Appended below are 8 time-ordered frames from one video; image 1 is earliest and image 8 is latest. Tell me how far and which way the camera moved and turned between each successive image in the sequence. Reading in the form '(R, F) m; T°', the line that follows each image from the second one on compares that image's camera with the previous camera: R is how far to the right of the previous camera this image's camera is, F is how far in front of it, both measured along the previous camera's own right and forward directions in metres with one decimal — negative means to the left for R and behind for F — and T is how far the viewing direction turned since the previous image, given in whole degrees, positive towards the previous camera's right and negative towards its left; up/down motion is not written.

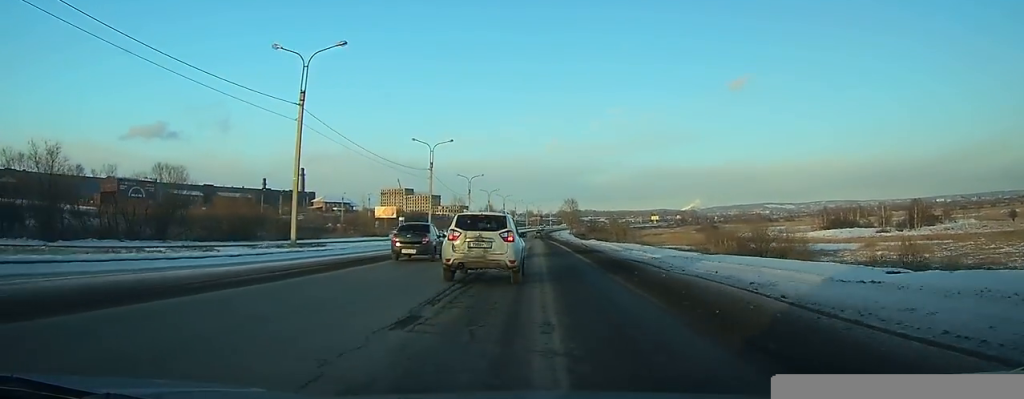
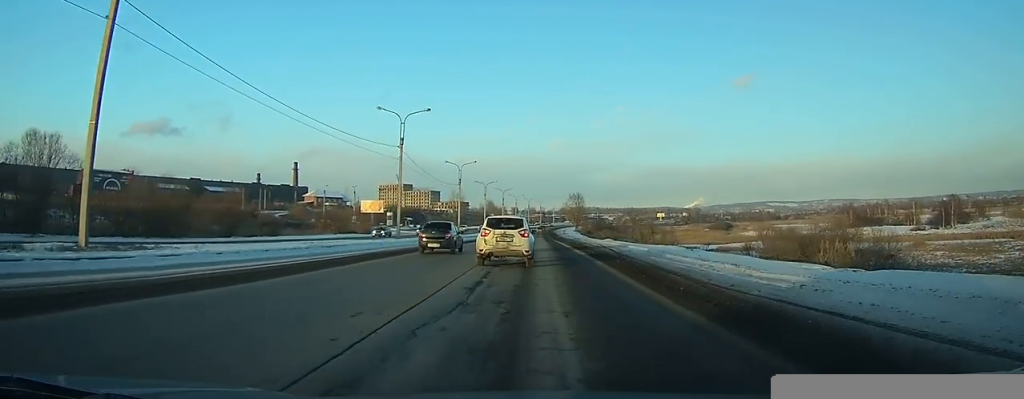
(-0.2, +15.9) m; -1°
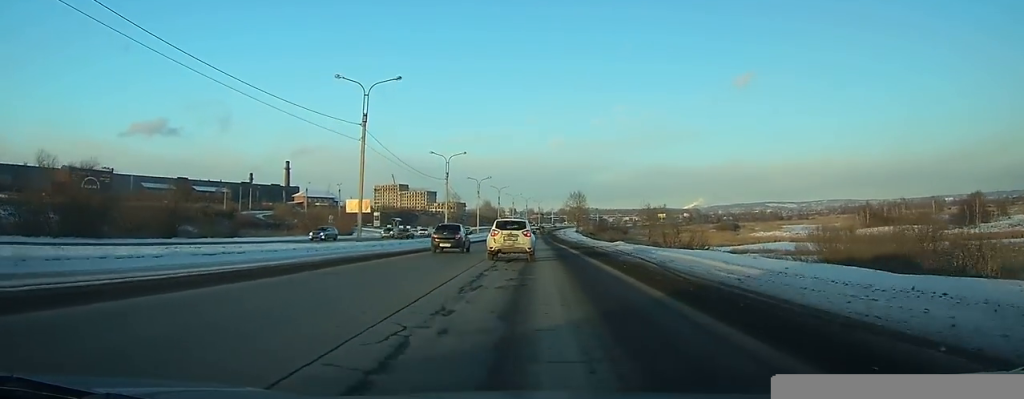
(-0.1, +10.7) m; 0°
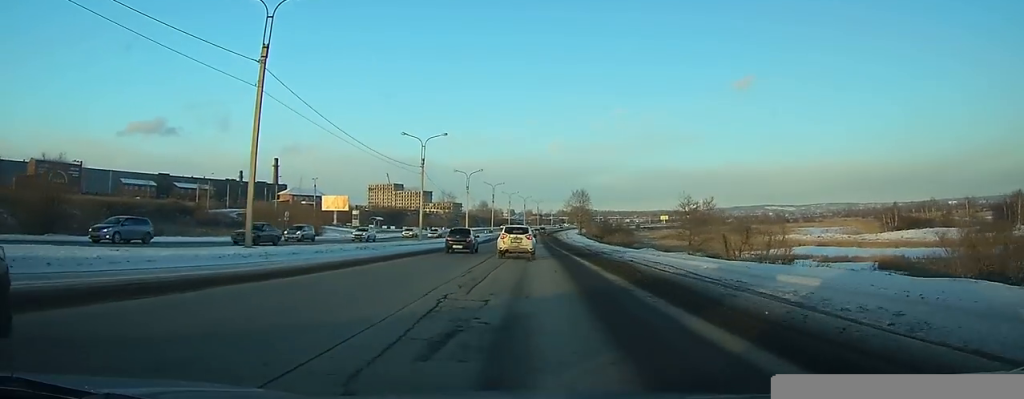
(0.0, +15.4) m; 0°
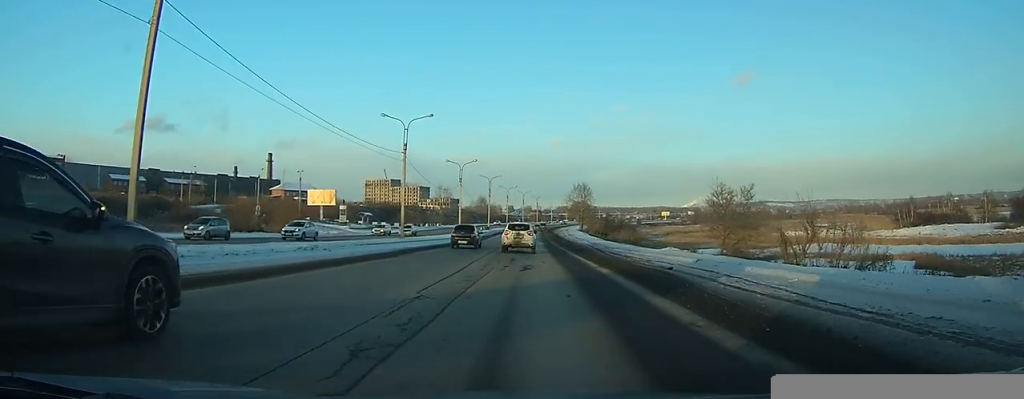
(0.0, +7.7) m; 0°
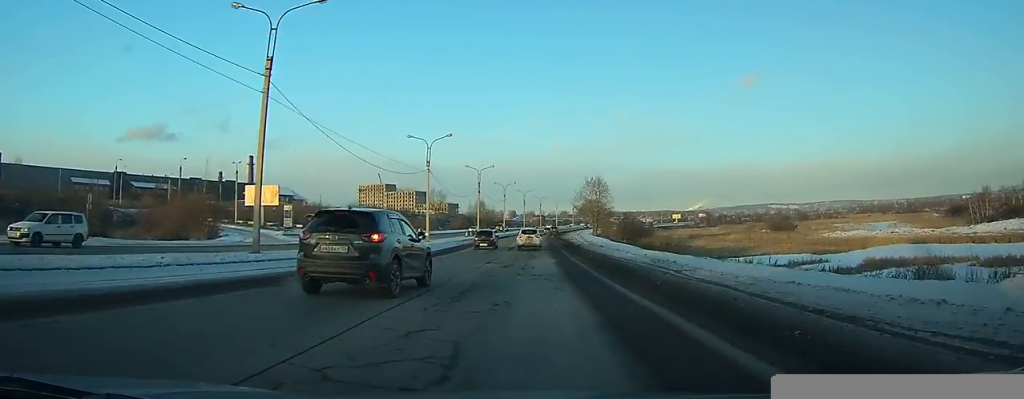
(0.0, +27.6) m; 0°
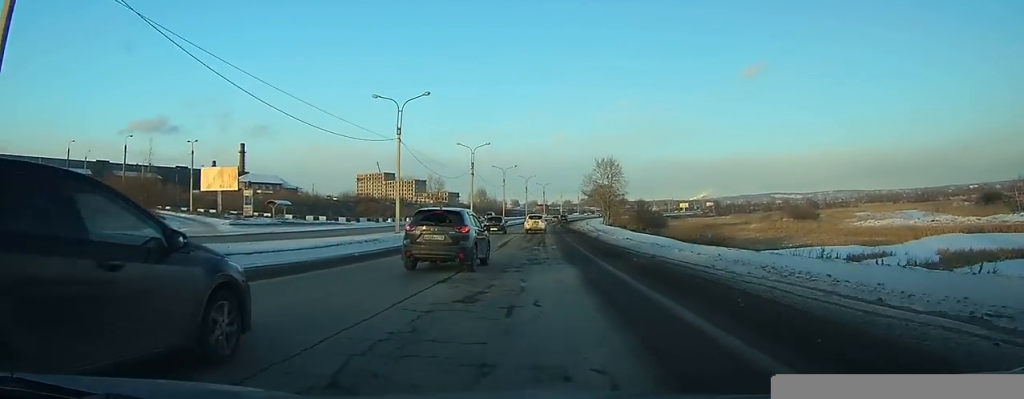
(0.0, +13.9) m; 0°
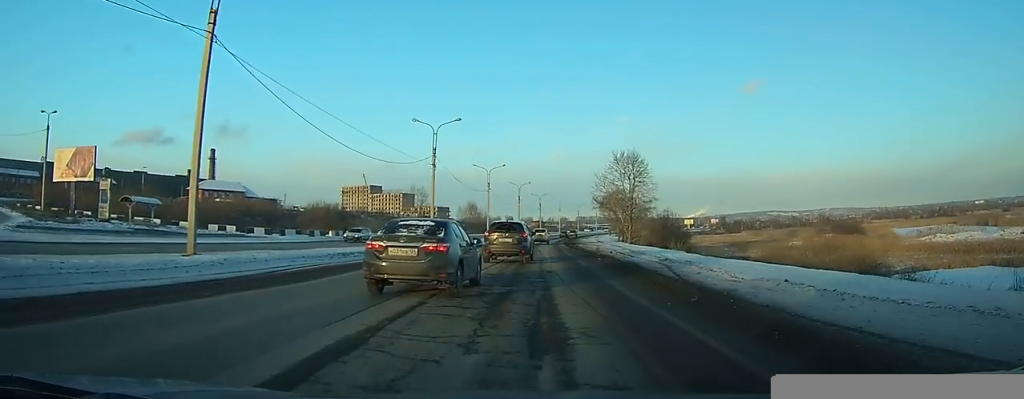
(+0.1, +27.1) m; +1°
